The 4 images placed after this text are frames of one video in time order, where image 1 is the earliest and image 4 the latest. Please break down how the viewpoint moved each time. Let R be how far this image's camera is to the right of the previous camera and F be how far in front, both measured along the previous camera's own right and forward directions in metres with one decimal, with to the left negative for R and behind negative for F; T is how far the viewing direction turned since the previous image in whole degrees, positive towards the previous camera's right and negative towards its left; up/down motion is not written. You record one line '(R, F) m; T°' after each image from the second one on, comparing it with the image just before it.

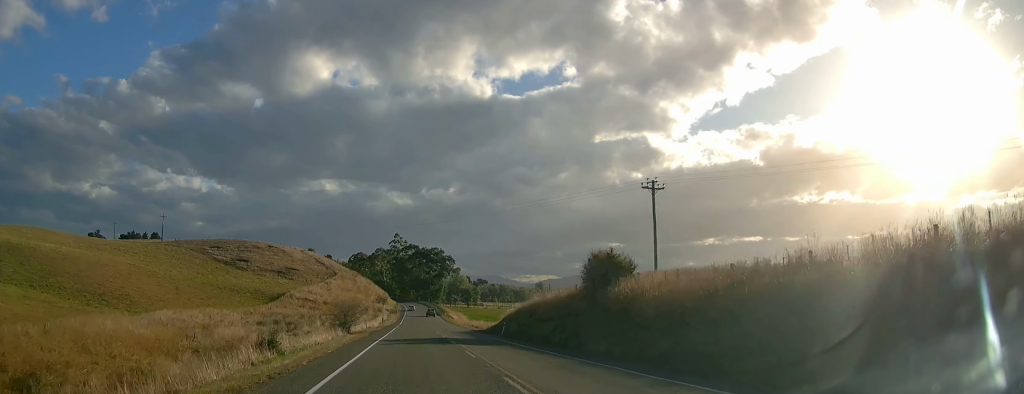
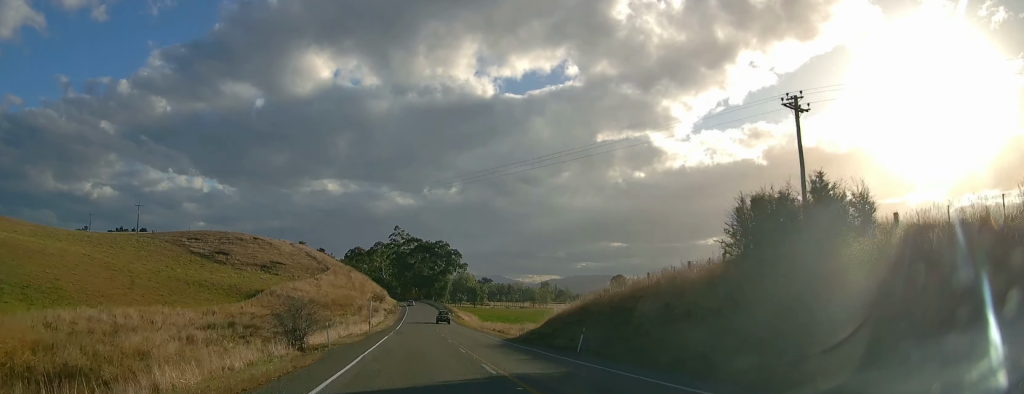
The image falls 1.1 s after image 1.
(+0.5, +25.3) m; 0°
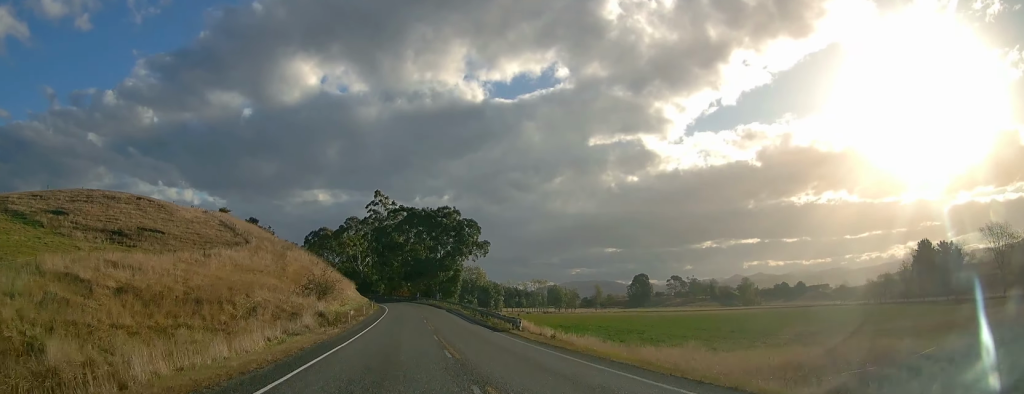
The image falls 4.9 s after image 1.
(-0.5, +88.9) m; +1°
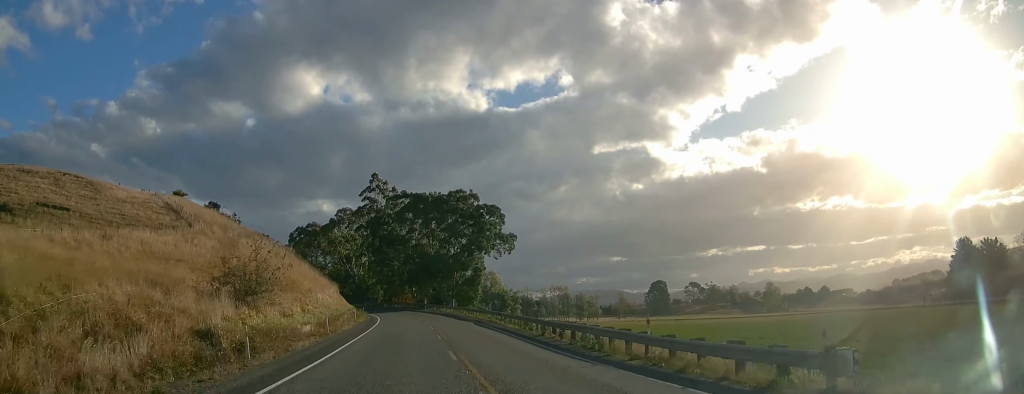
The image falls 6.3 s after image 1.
(+0.6, +30.5) m; -1°
